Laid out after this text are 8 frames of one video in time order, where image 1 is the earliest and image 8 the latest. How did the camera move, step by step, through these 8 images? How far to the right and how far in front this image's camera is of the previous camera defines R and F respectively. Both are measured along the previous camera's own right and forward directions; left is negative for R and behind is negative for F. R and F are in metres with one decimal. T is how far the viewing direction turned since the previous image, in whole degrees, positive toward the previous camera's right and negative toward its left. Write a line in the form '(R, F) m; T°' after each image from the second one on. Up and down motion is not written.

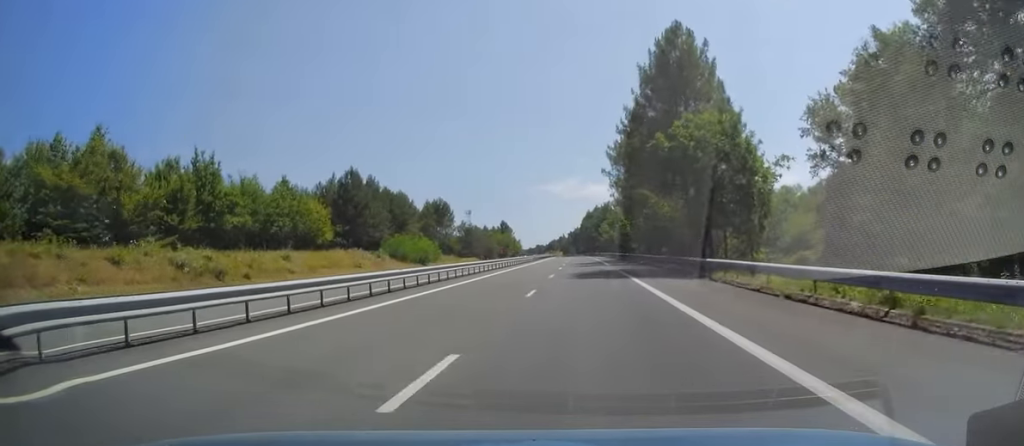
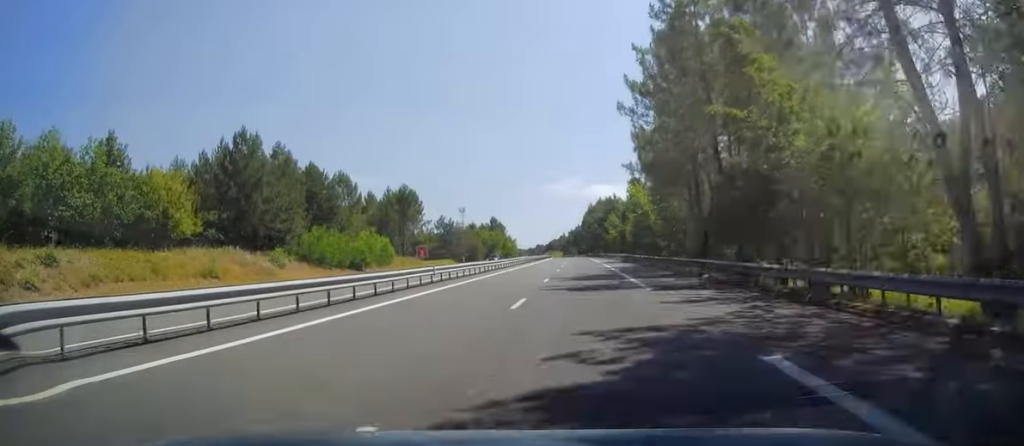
(-0.2, +29.5) m; -1°
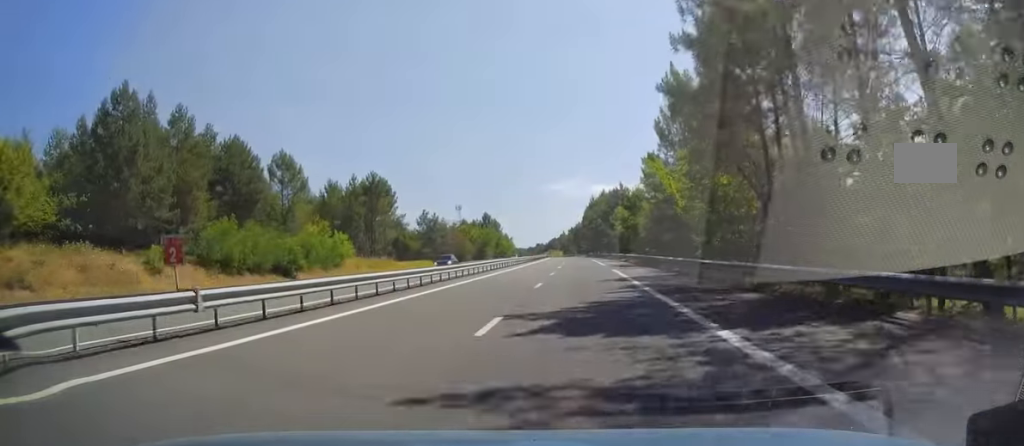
(+0.1, +17.7) m; 0°
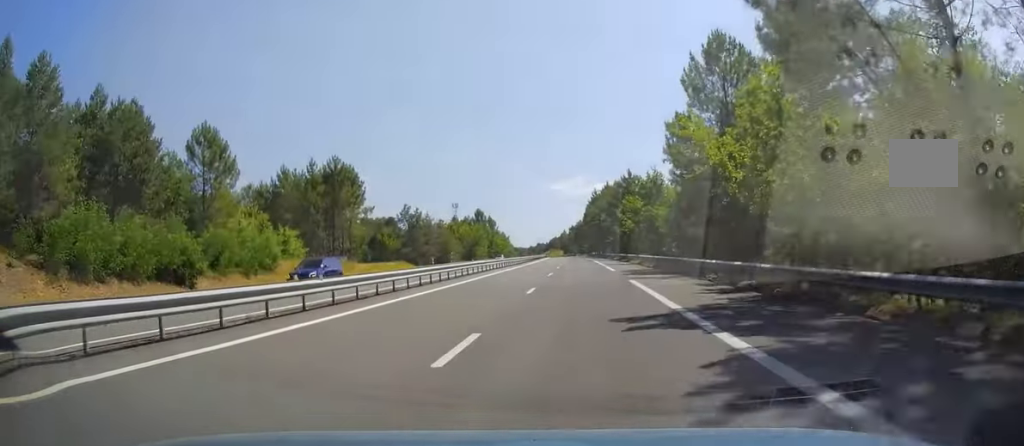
(-0.2, +15.8) m; 0°
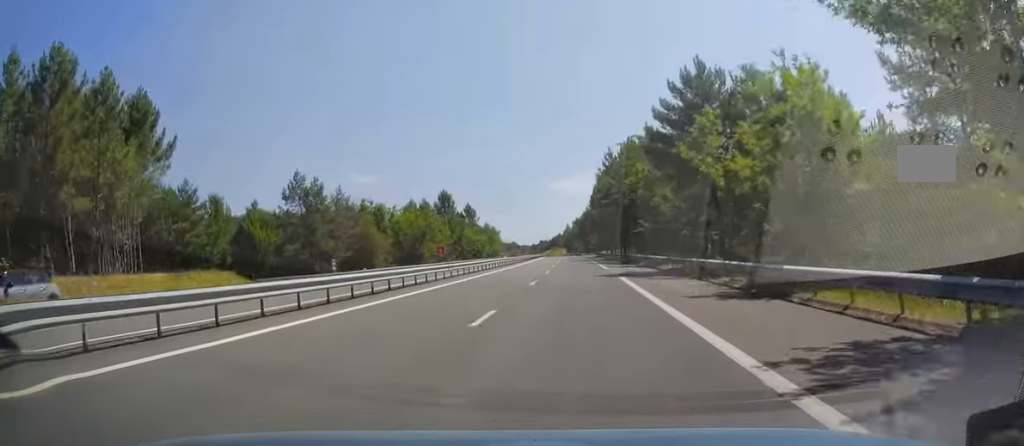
(0.0, +49.6) m; 0°
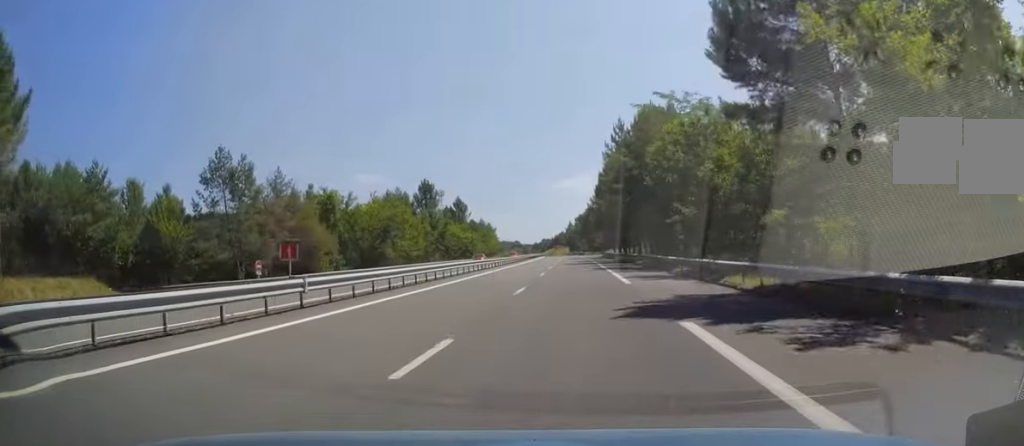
(-0.2, +17.7) m; -1°
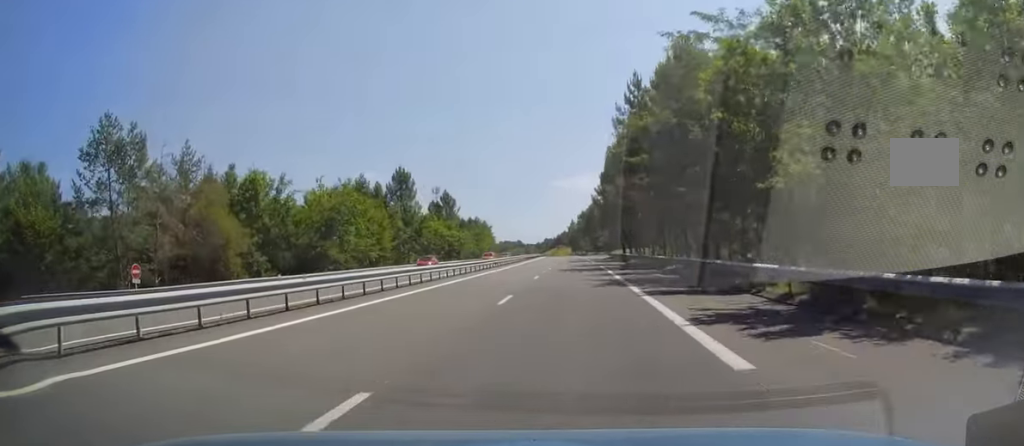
(-0.1, +16.7) m; 0°
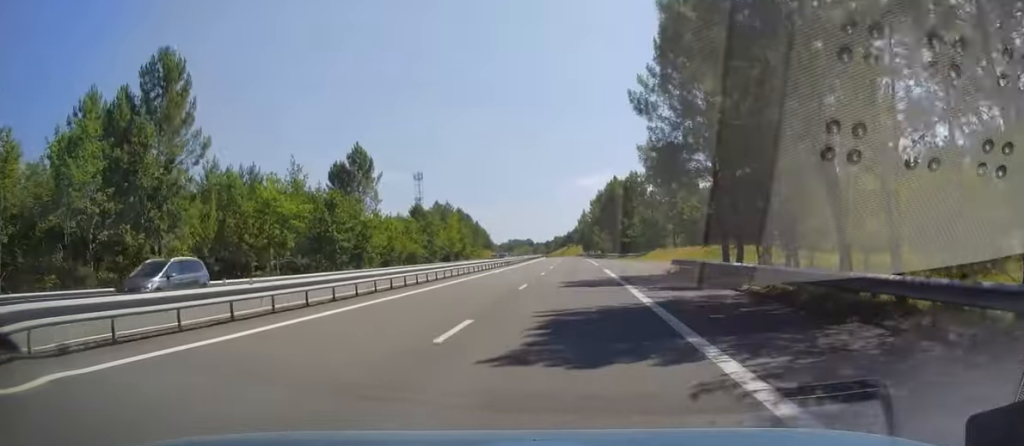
(-0.3, +58.5) m; -1°
